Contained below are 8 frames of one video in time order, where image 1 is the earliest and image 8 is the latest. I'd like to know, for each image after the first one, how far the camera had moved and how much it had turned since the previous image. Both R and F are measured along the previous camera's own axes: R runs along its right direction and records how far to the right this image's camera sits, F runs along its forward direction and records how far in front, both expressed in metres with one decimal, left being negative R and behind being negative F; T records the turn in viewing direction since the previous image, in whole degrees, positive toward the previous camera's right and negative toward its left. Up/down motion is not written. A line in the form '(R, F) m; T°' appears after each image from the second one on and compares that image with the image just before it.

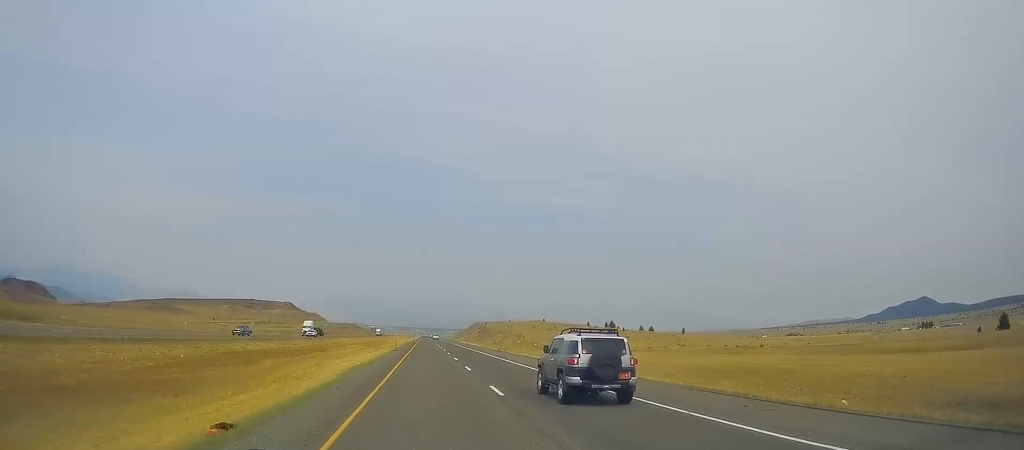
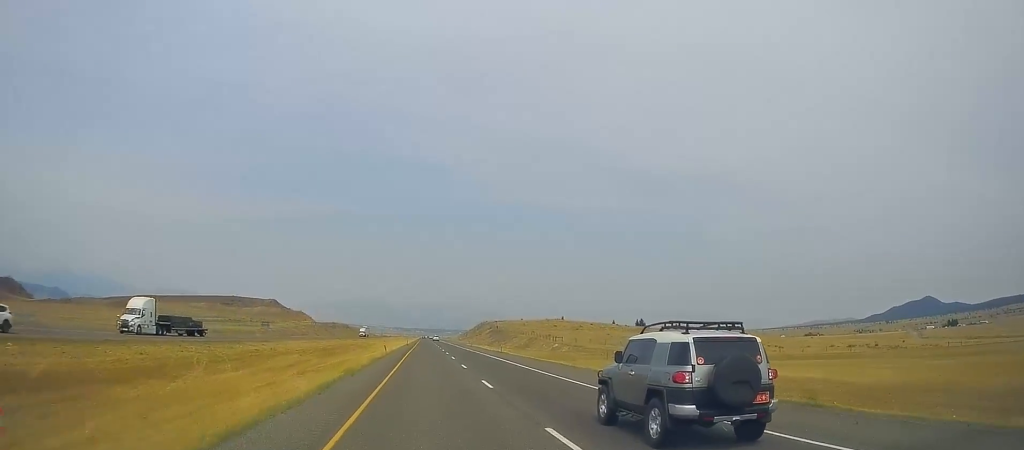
(-0.3, +57.7) m; 0°
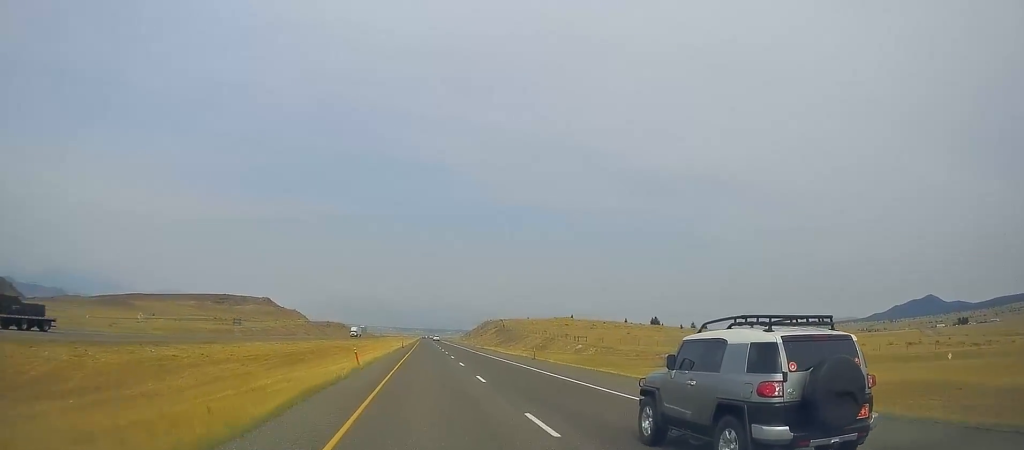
(+0.3, +22.3) m; 0°
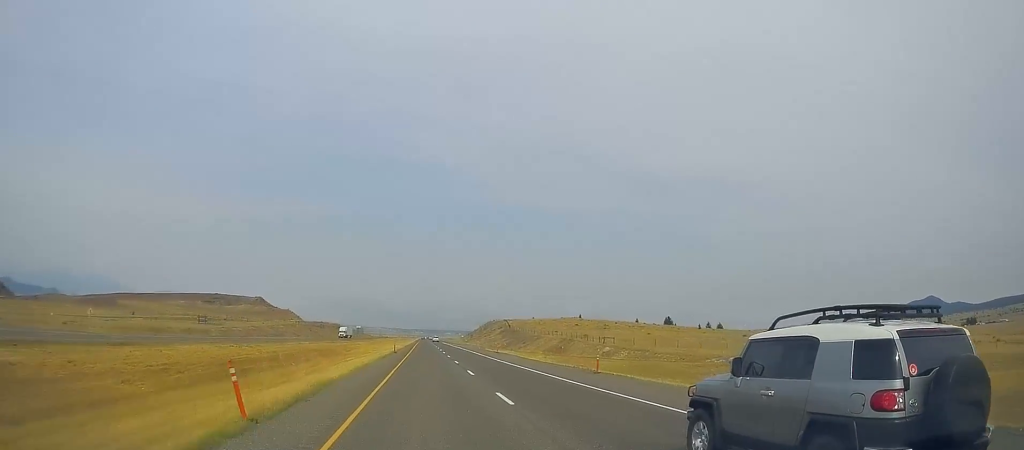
(0.0, +19.5) m; 0°
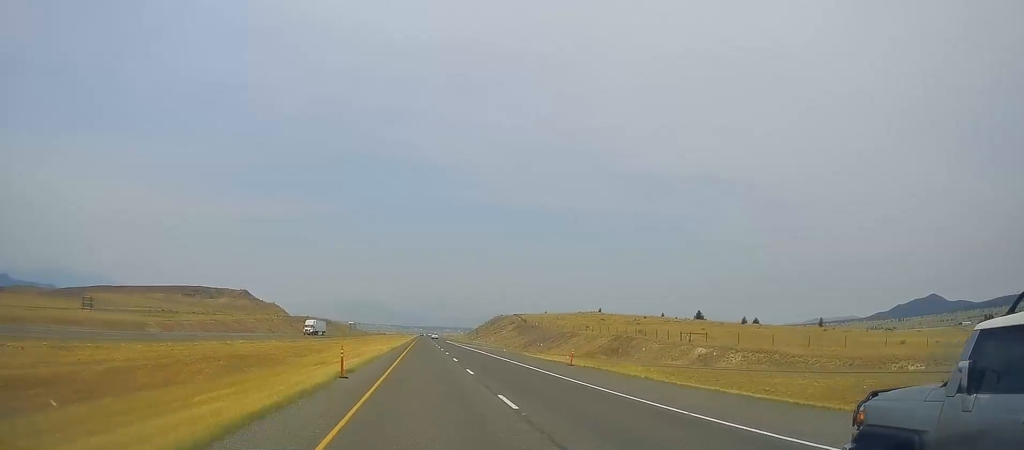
(-0.3, +38.1) m; -1°
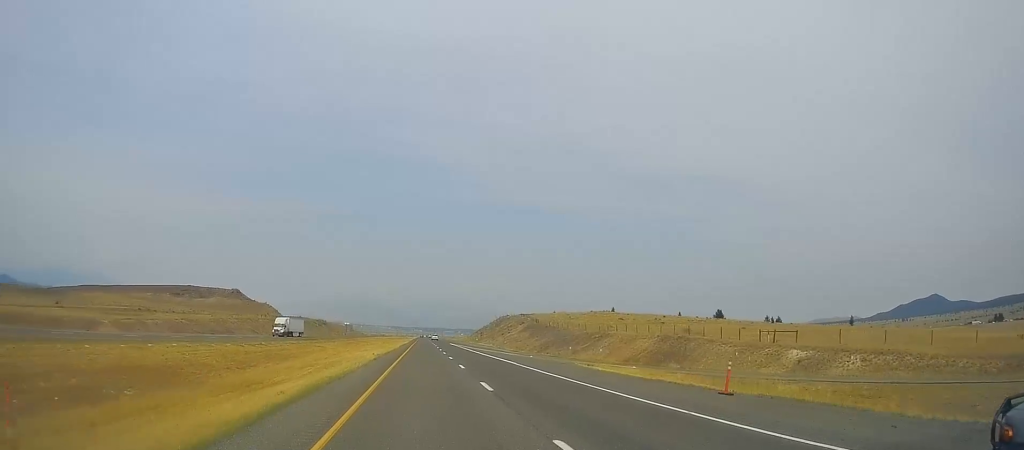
(-0.2, +19.9) m; 0°
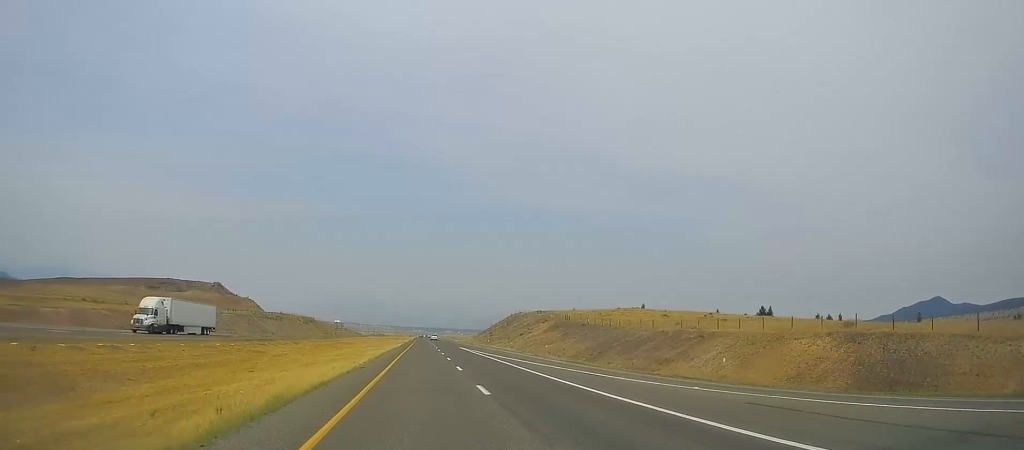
(+0.3, +37.8) m; 0°
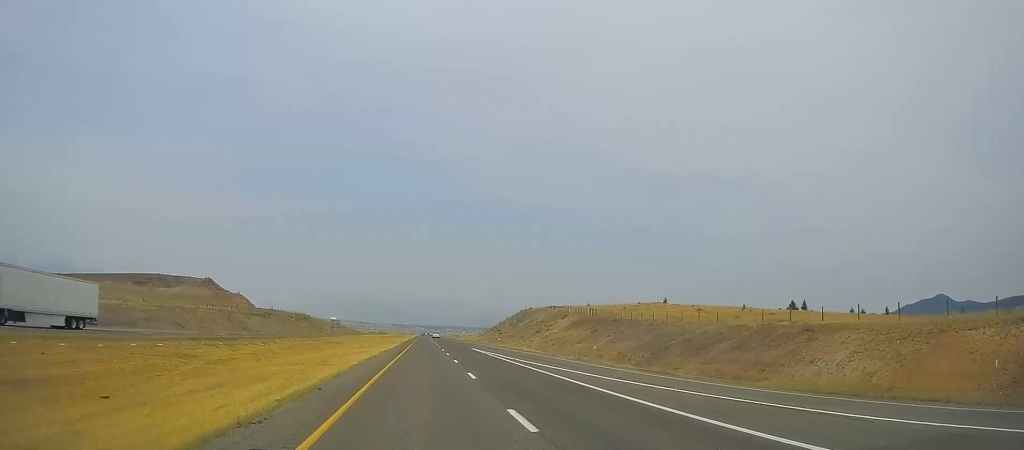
(+0.1, +19.9) m; 0°
